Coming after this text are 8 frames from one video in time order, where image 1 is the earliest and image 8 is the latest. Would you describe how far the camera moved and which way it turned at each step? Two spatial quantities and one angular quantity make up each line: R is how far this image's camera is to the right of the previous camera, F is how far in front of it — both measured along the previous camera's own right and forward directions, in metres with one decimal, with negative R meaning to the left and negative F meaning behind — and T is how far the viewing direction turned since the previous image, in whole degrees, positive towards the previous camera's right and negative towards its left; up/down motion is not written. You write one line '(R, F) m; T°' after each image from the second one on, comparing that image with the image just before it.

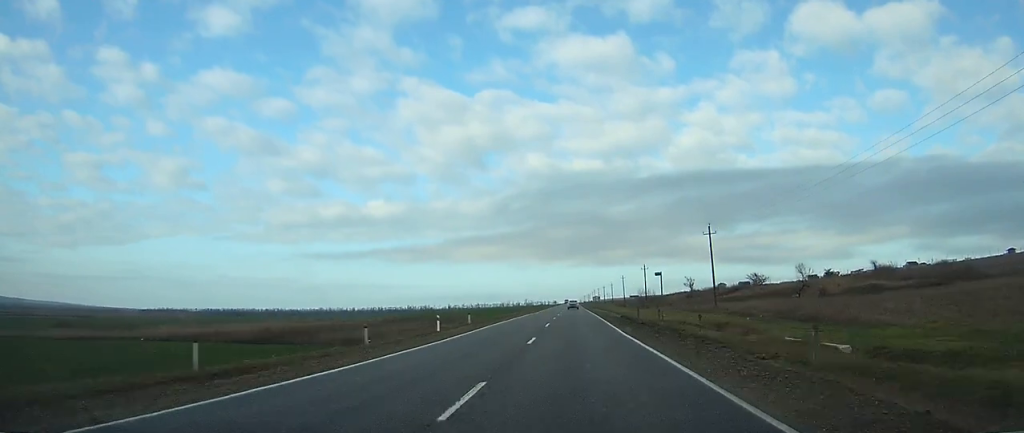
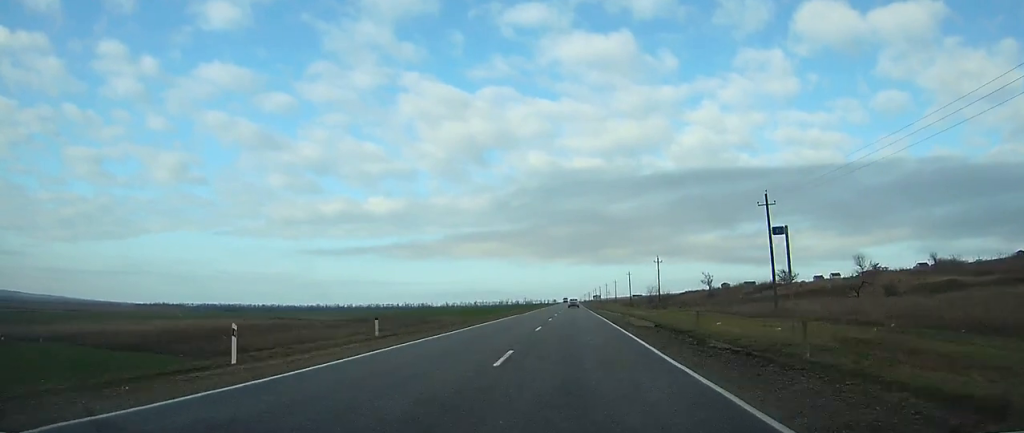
(0.0, +19.7) m; 0°
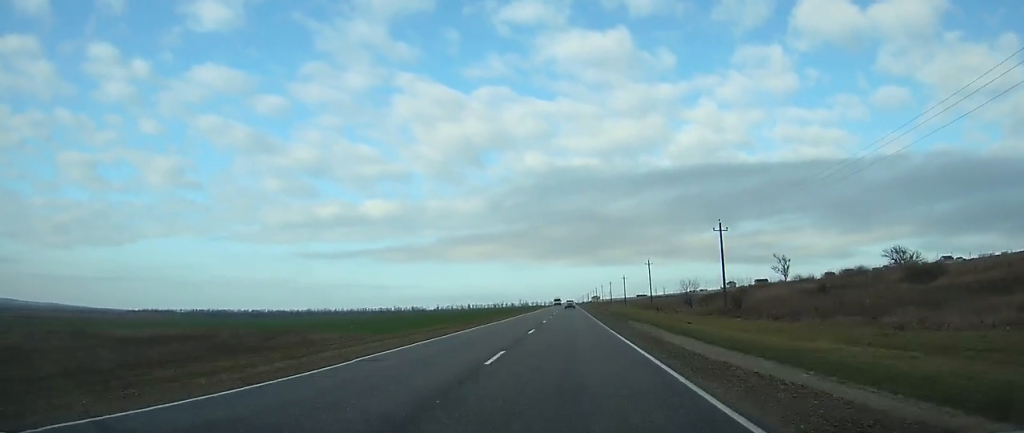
(0.0, +47.7) m; 0°
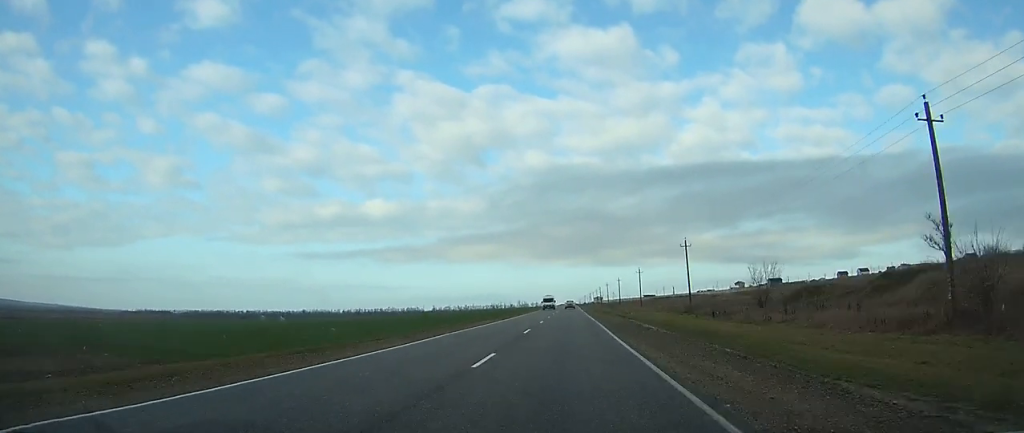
(-0.1, +36.5) m; 0°
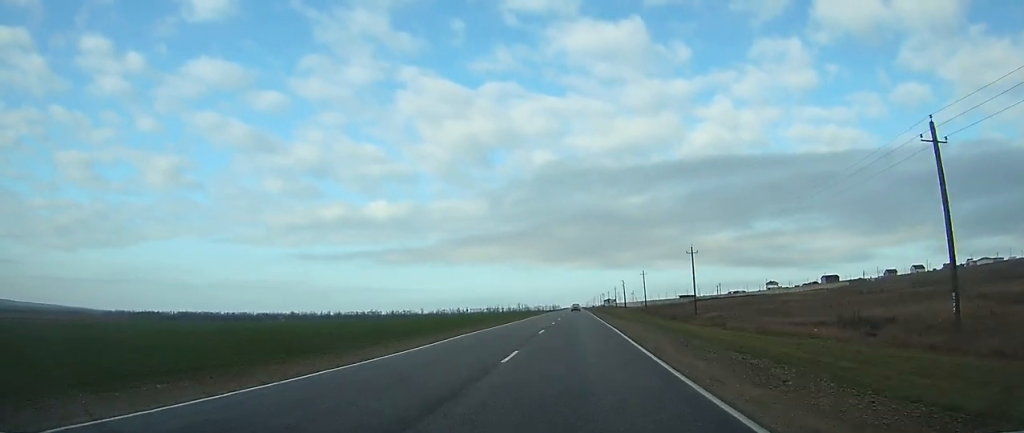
(0.0, +106.3) m; 0°
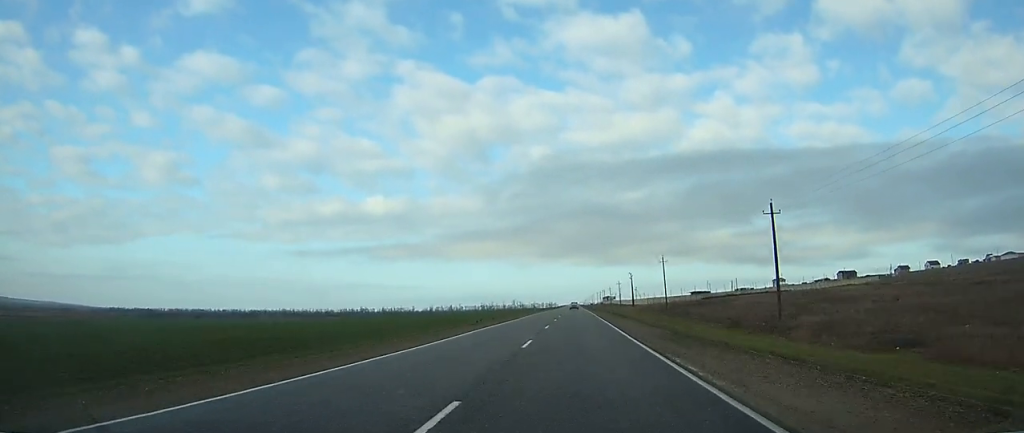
(+0.1, +32.4) m; 0°
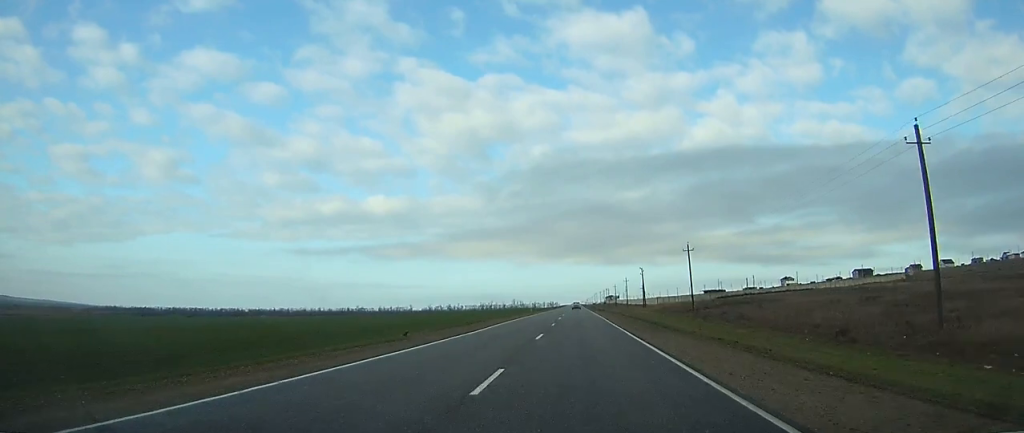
(0.0, +20.5) m; 0°
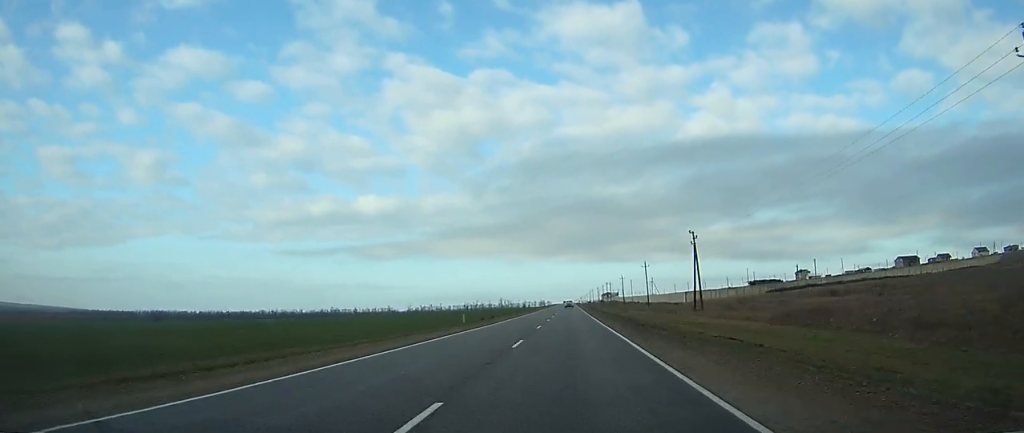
(-0.1, +63.4) m; 0°
